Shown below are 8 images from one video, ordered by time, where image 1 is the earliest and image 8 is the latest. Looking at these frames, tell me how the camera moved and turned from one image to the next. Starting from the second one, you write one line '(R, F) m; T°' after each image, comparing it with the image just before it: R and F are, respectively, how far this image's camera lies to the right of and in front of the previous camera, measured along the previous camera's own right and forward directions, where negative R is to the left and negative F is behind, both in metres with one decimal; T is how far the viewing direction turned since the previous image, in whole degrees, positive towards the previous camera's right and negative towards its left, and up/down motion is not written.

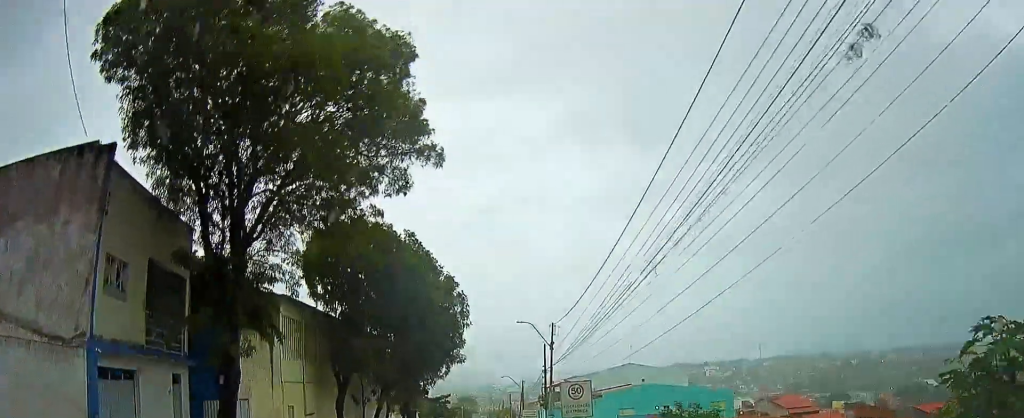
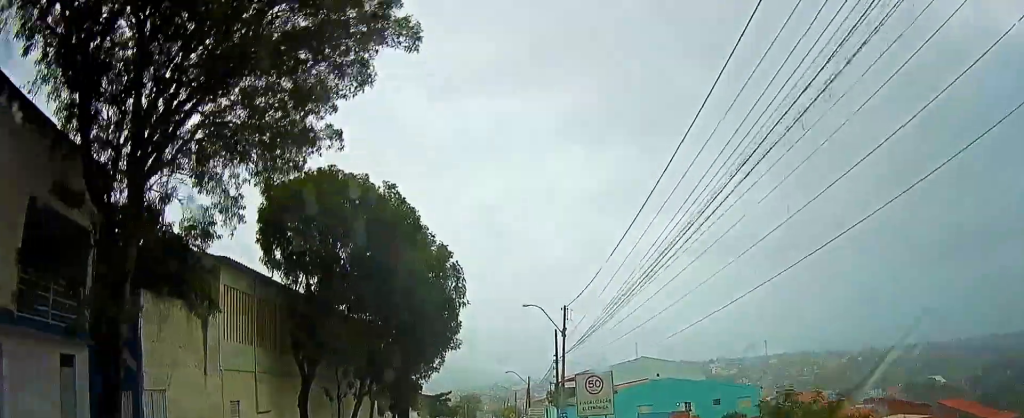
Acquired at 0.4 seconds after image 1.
(+0.1, +6.0) m; -1°
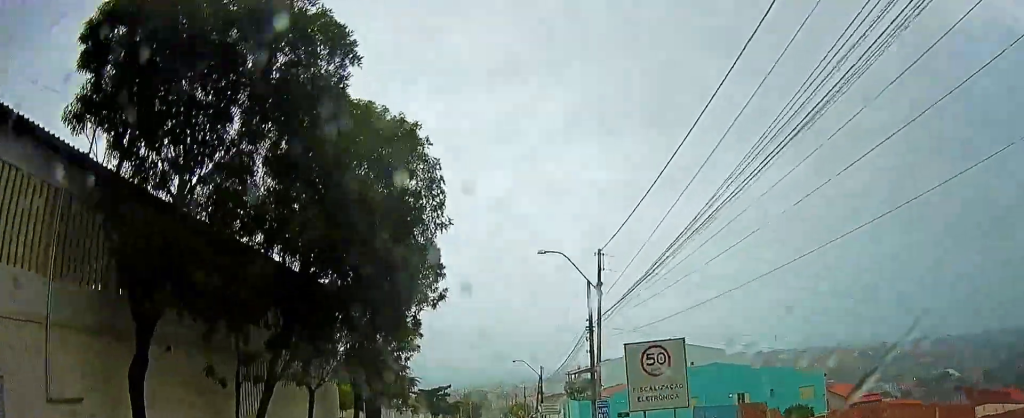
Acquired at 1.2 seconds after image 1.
(-0.4, +11.8) m; -3°
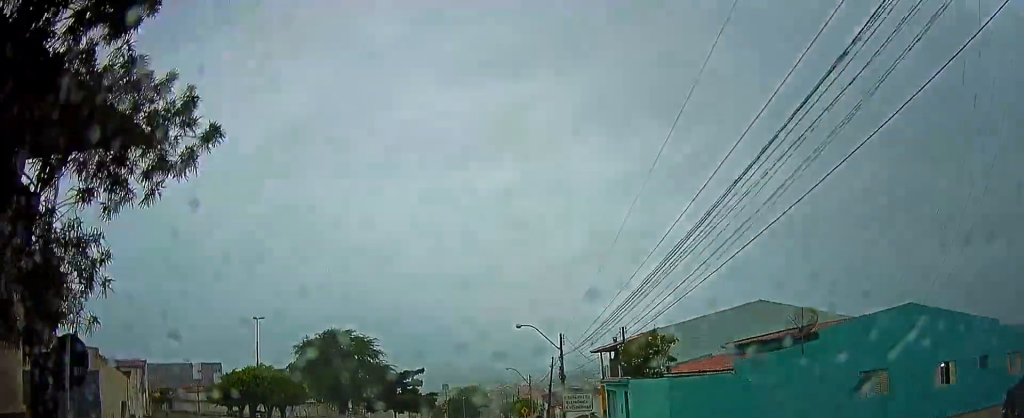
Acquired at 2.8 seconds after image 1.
(-1.0, +23.6) m; -3°
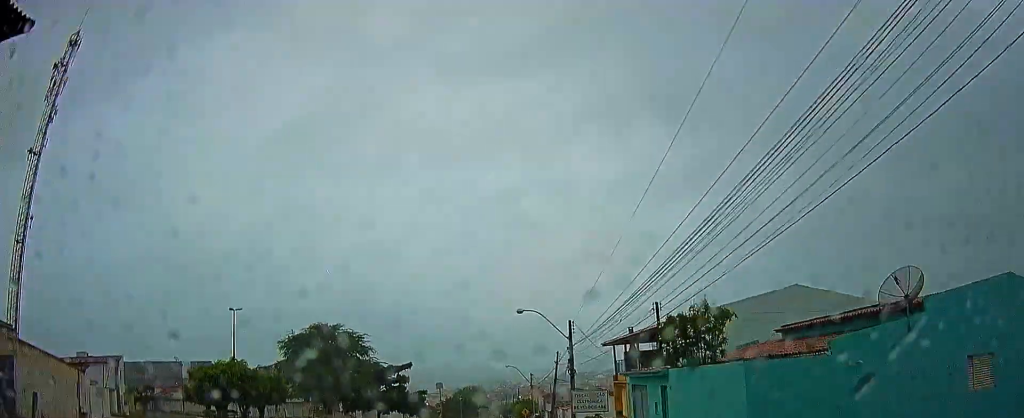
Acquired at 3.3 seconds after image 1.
(0.0, +6.2) m; 0°
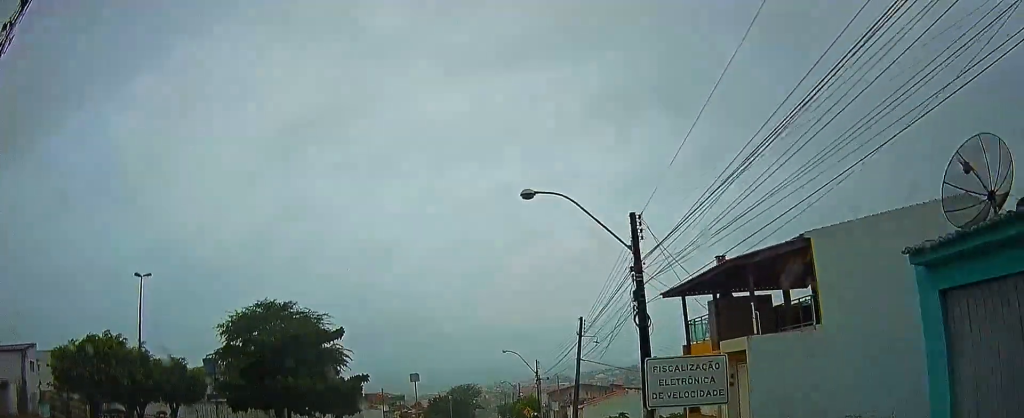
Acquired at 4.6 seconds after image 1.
(0.0, +18.5) m; 0°
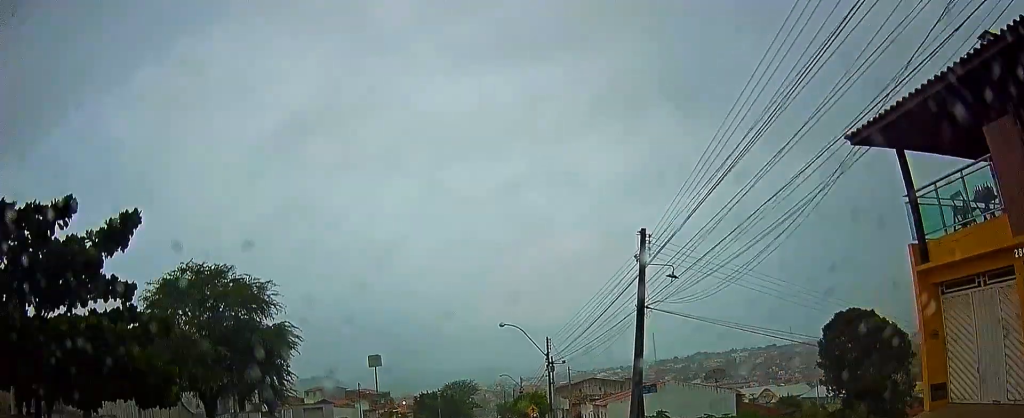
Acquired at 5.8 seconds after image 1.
(+0.1, +17.2) m; 0°
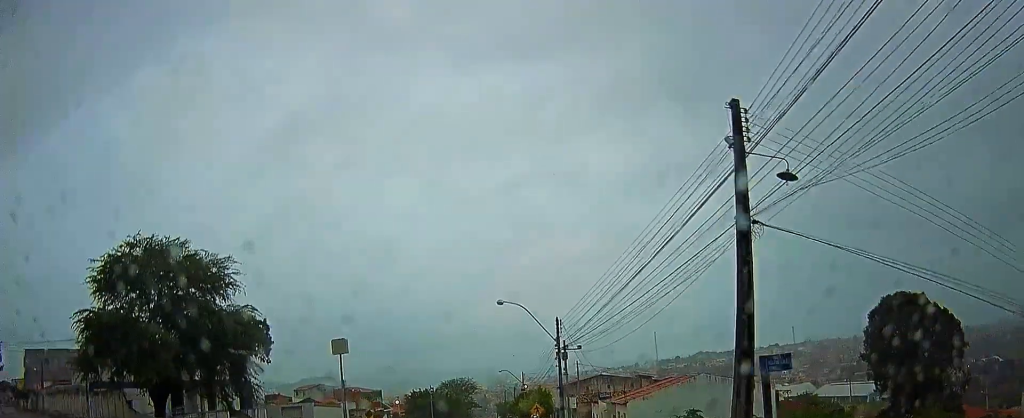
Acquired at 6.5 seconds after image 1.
(+0.1, +9.2) m; -1°
